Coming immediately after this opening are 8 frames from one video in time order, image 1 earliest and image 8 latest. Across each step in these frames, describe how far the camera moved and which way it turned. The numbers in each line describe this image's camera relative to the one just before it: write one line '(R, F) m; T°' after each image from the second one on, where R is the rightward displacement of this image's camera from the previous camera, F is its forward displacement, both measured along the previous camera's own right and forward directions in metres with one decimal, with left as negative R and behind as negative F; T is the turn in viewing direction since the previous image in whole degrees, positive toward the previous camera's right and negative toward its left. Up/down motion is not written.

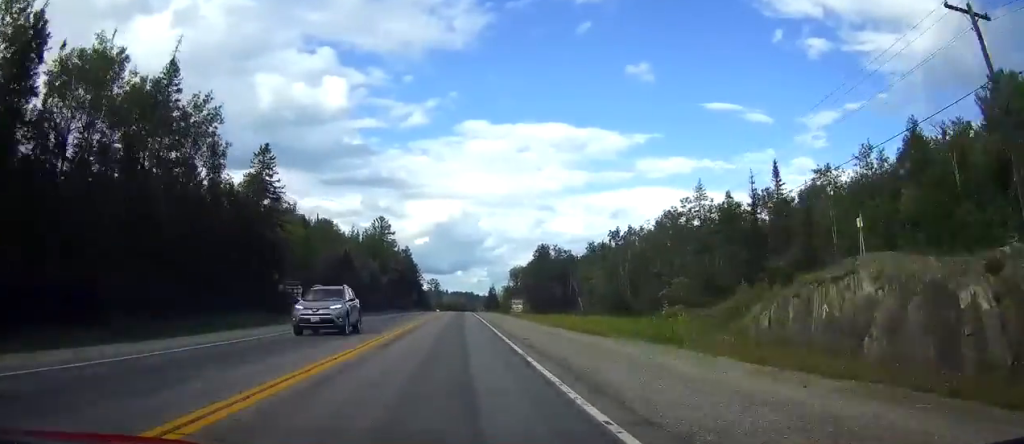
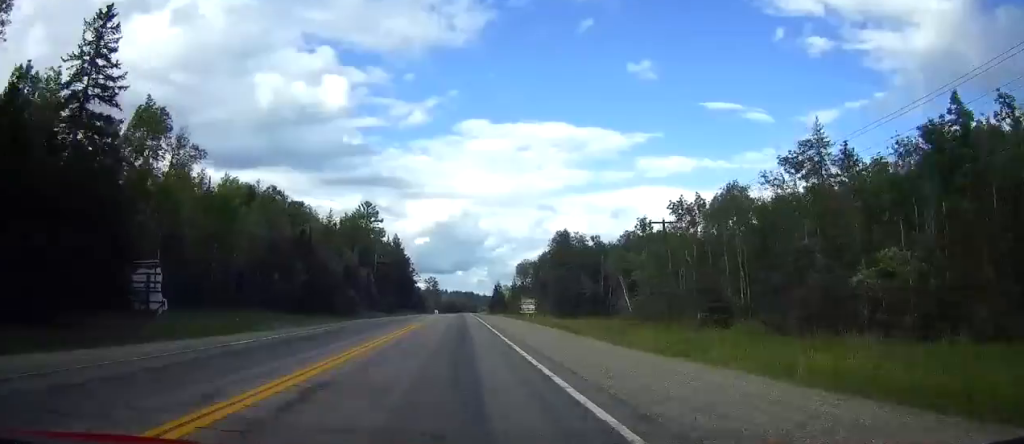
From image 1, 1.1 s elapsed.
(0.0, +35.5) m; 0°
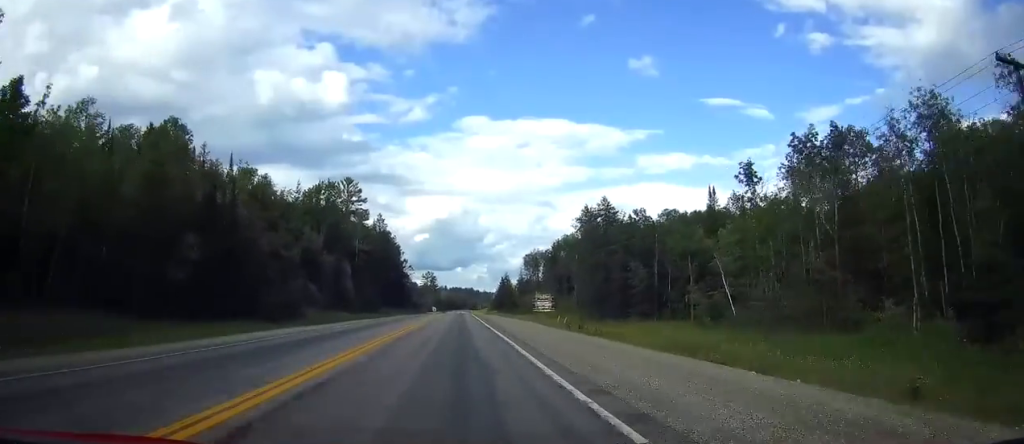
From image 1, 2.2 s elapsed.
(0.0, +34.4) m; 0°
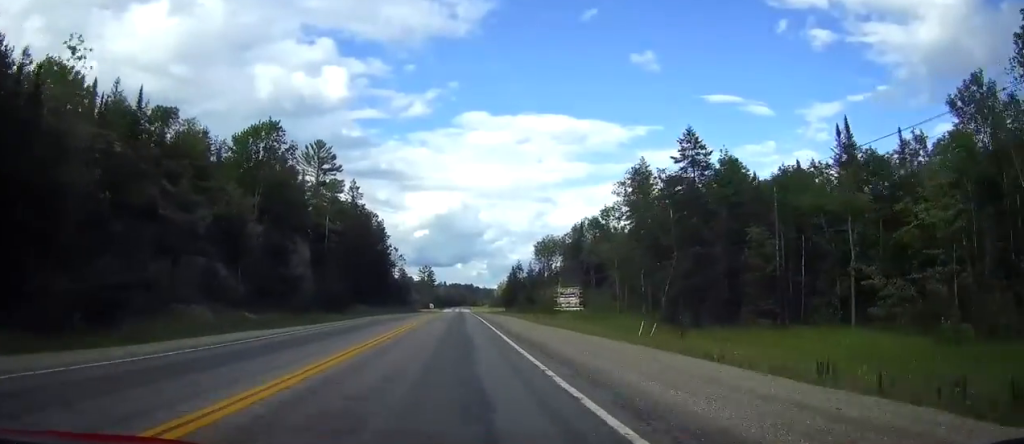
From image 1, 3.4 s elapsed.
(0.0, +35.4) m; 0°
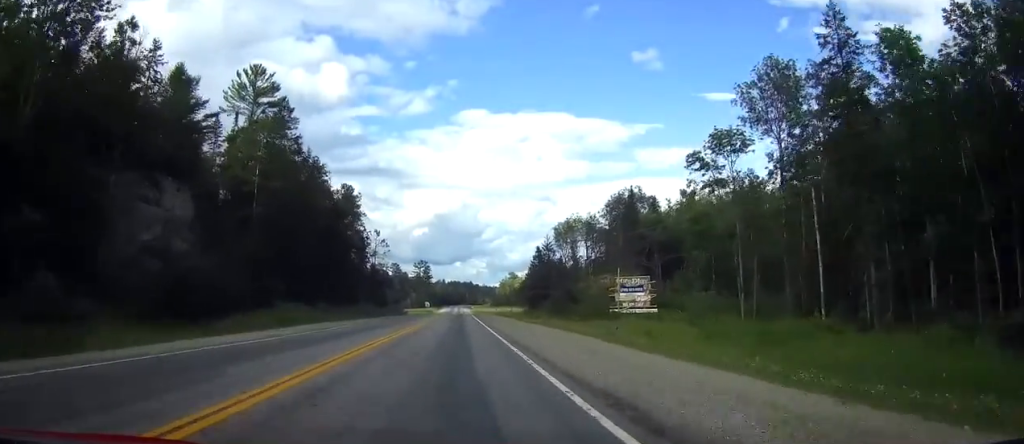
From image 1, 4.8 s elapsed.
(-0.1, +43.7) m; 0°
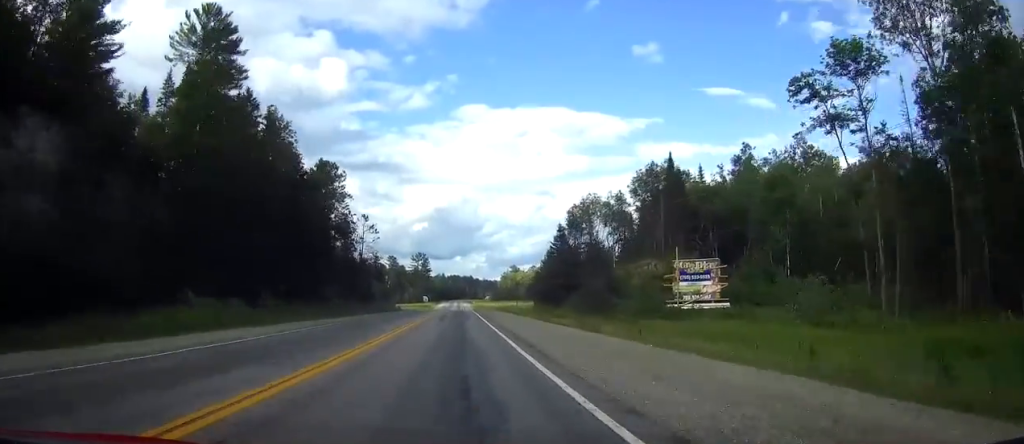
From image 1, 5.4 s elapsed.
(-0.1, +19.8) m; 0°
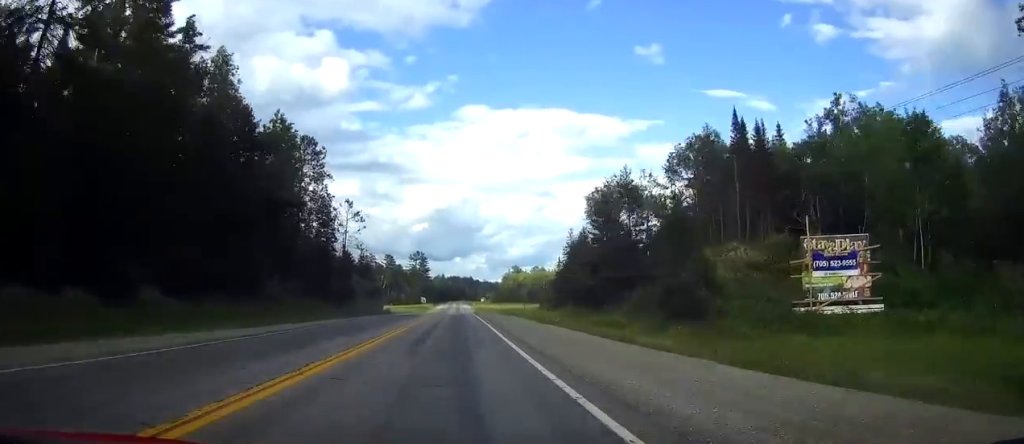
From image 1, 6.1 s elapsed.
(+0.2, +20.8) m; 0°
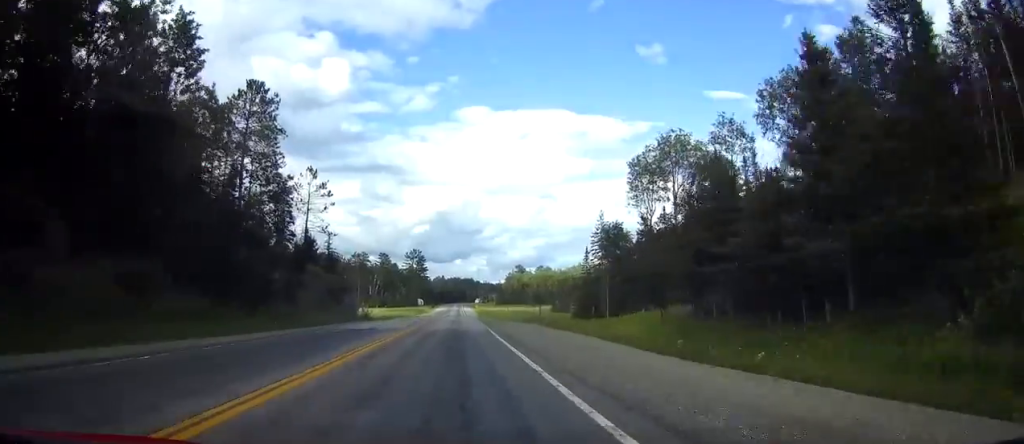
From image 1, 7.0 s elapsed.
(-0.1, +30.1) m; 0°
